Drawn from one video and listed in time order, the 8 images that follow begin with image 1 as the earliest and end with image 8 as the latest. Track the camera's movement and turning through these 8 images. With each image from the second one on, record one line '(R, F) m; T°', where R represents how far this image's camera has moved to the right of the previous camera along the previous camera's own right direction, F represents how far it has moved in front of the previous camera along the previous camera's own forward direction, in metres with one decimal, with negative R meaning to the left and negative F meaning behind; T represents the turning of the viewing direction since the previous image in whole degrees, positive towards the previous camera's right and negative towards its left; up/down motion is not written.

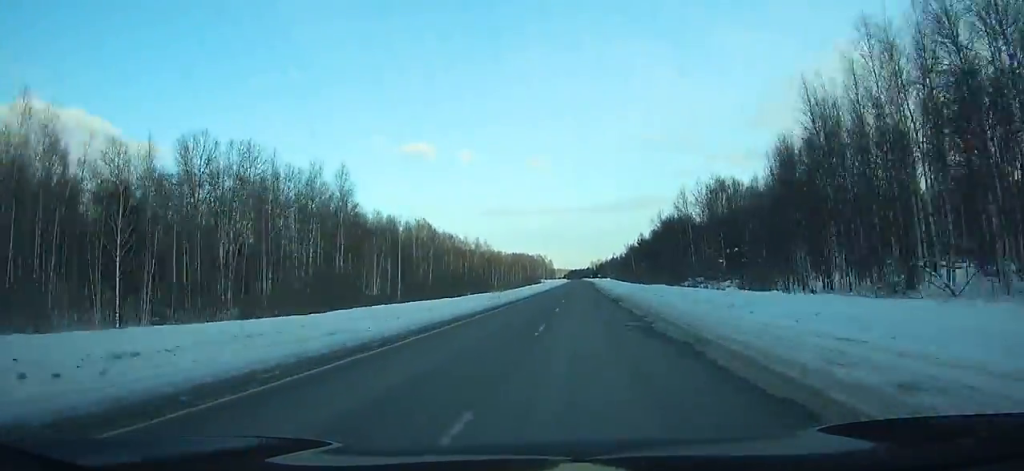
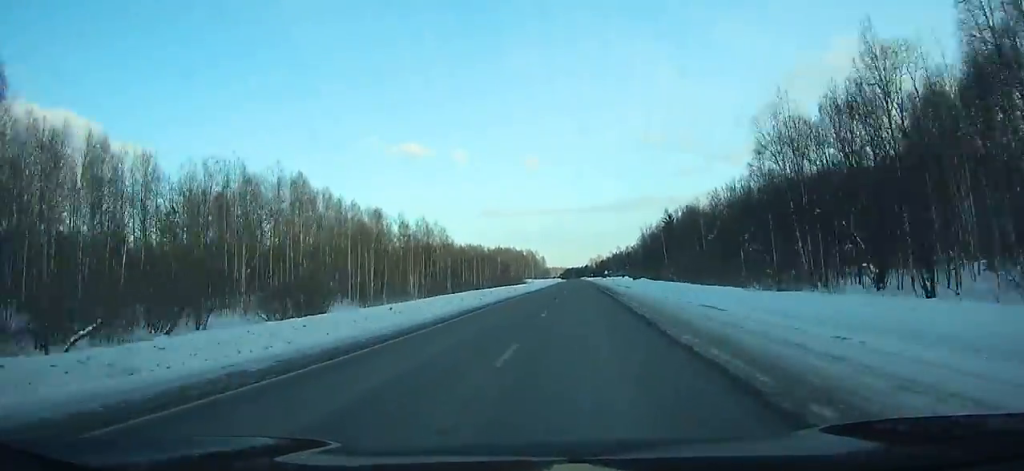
(0.0, +77.6) m; 0°
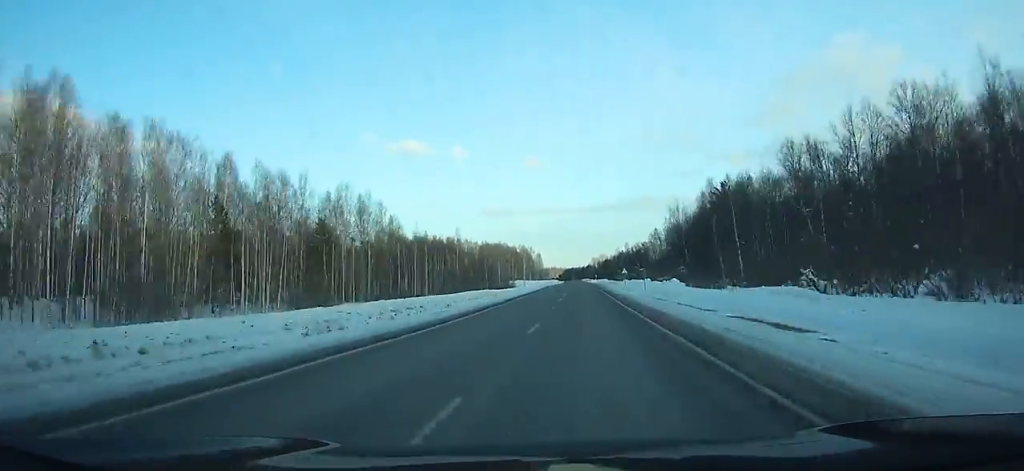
(0.0, +52.3) m; 0°
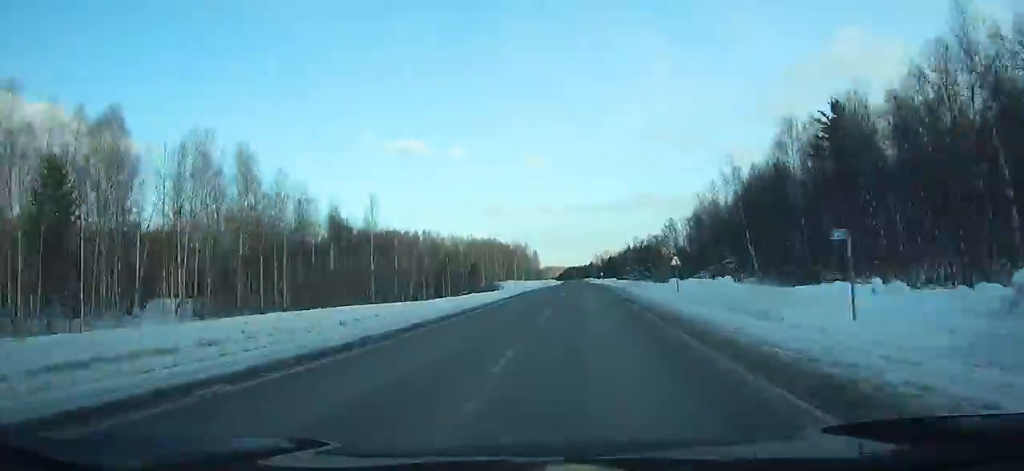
(+0.2, +43.6) m; 0°
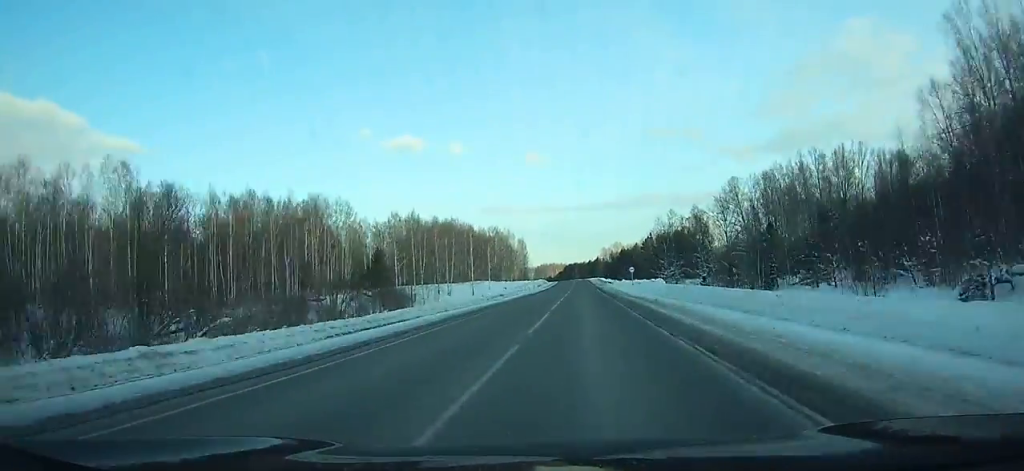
(-0.2, +93.7) m; 0°
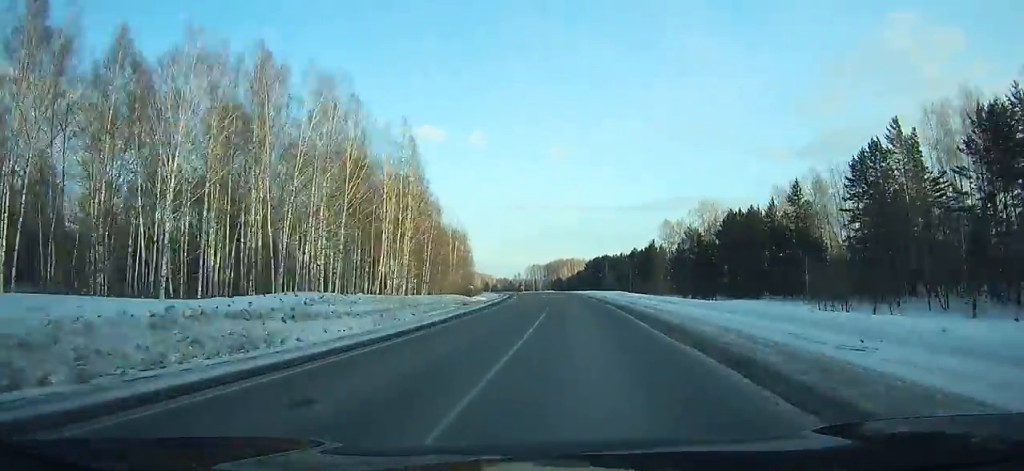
(-1.2, +194.6) m; -3°
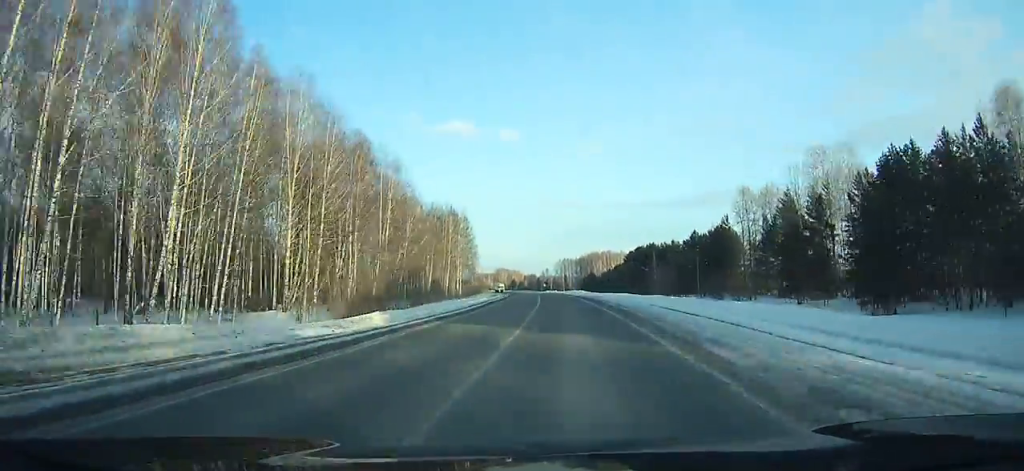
(-0.7, +53.3) m; -3°
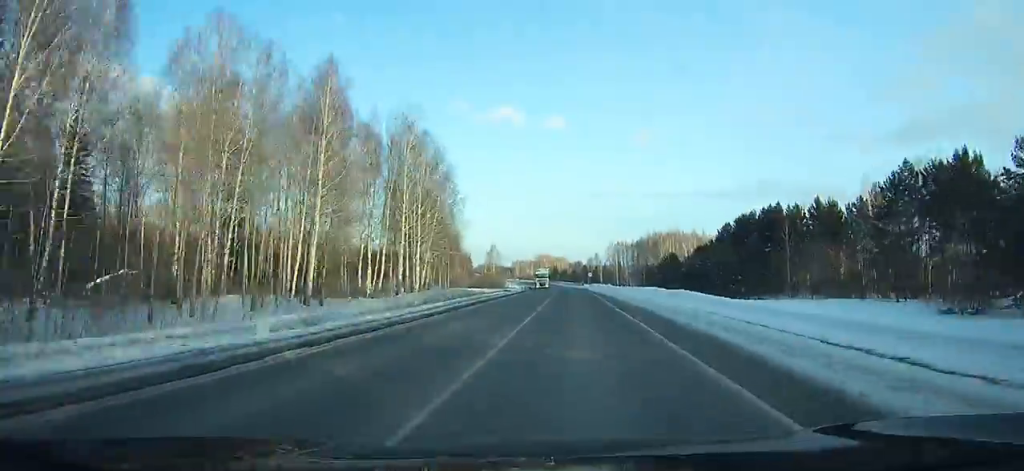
(-3.5, +77.4) m; -4°
